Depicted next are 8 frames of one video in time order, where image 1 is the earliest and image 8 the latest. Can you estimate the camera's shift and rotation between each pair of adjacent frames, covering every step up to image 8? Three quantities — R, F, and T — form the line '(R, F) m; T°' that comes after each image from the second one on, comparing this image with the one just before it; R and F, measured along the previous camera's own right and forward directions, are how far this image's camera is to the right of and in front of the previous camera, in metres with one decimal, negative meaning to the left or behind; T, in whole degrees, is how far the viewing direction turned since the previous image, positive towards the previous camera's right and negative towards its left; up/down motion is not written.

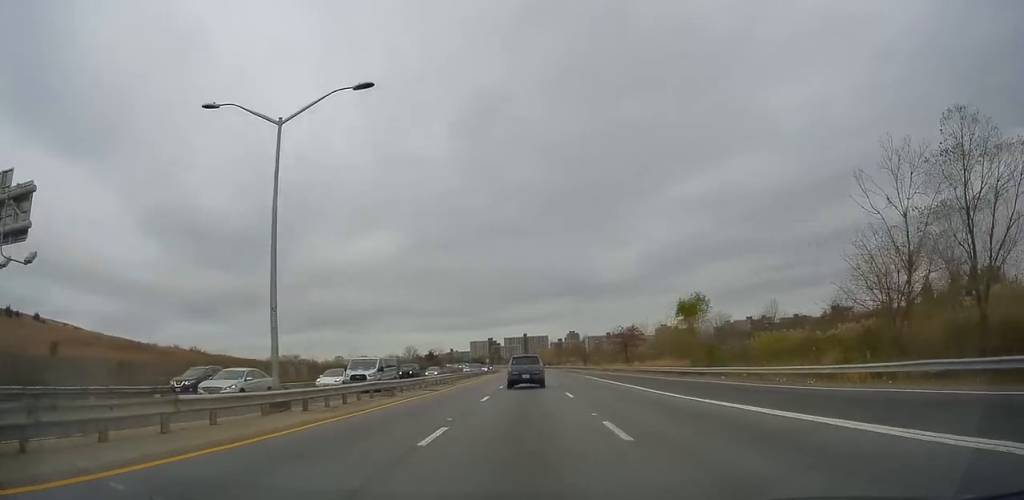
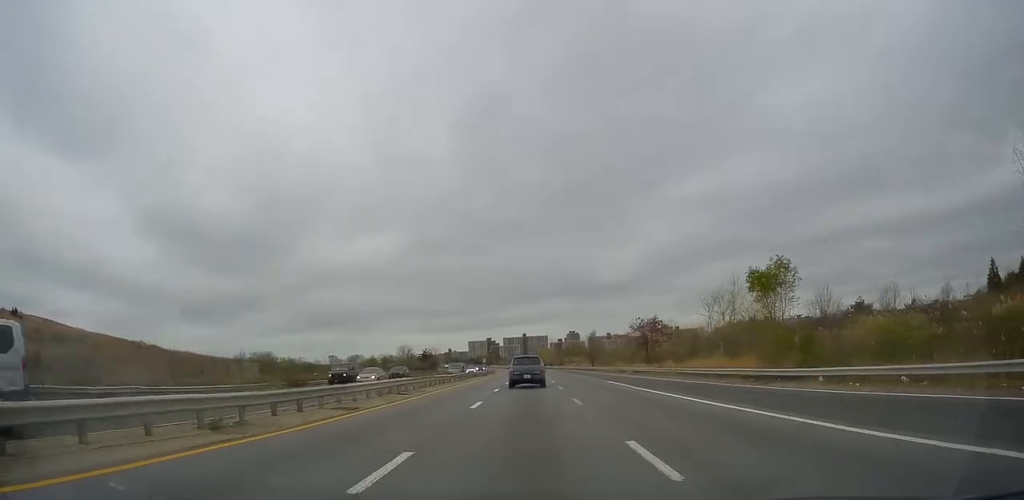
(-0.1, +15.8) m; 0°
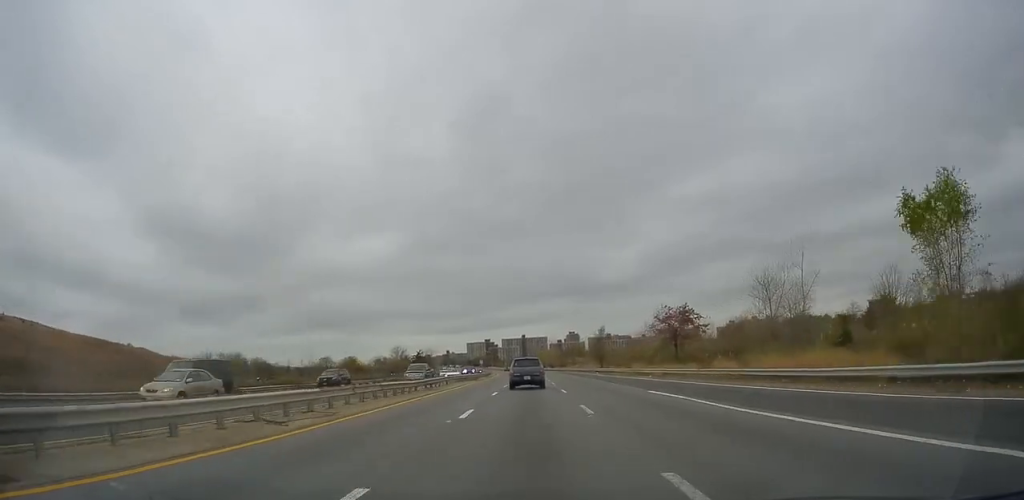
(0.0, +14.4) m; 0°
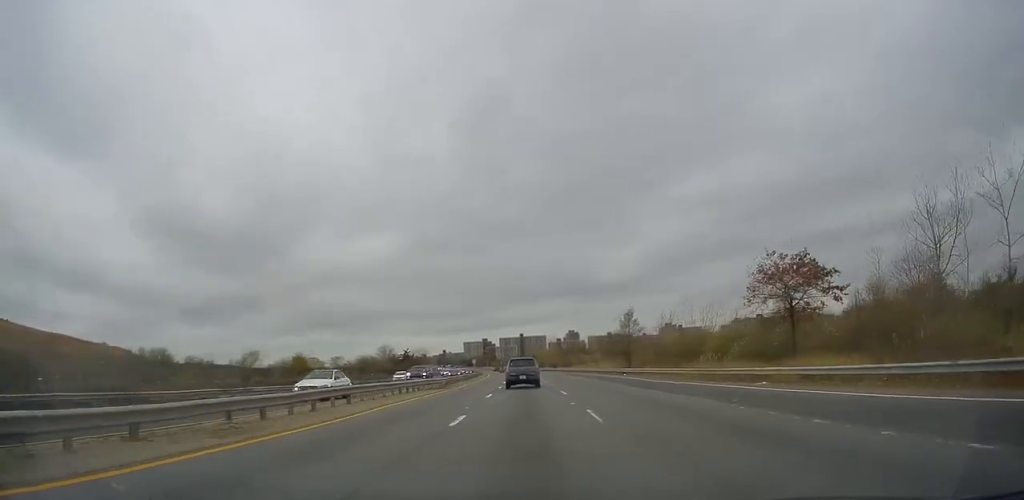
(+0.3, +26.0) m; 0°
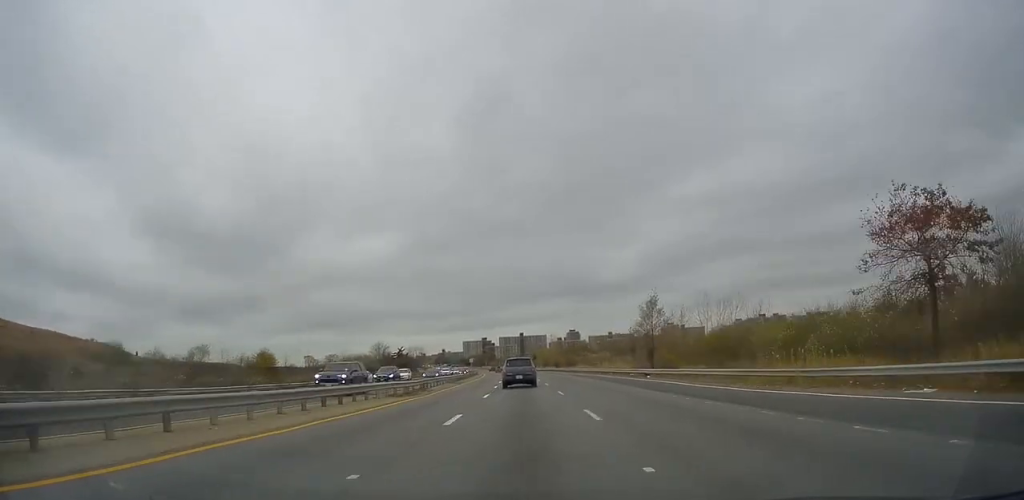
(-0.2, +12.1) m; 0°
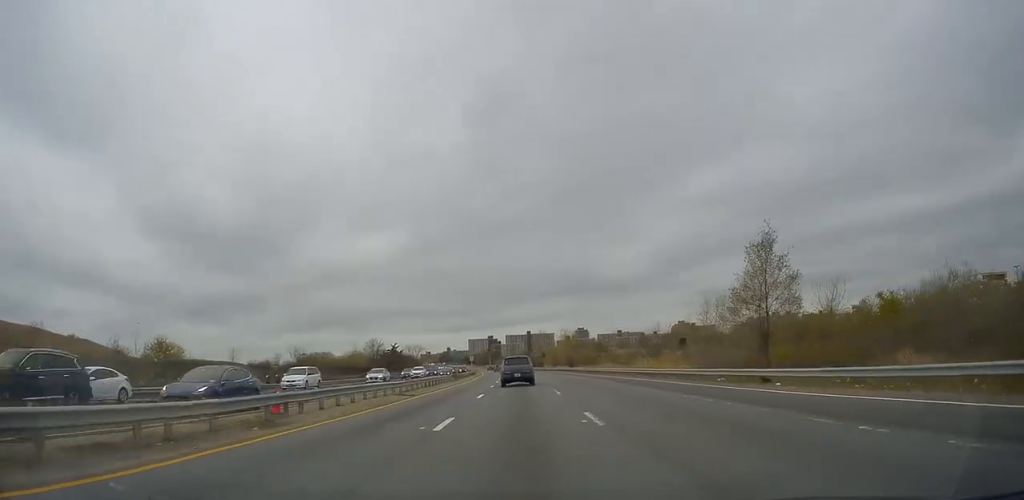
(0.0, +24.6) m; 0°
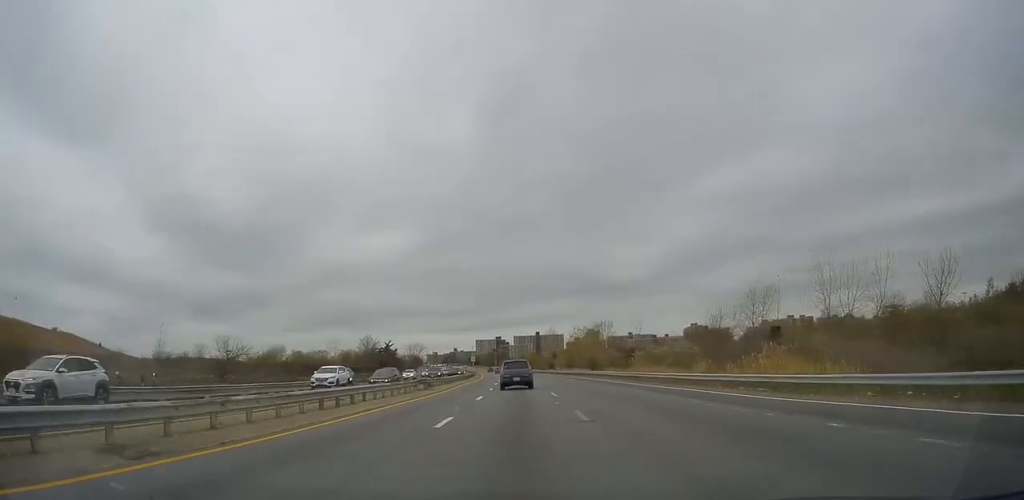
(+0.2, +22.7) m; 0°
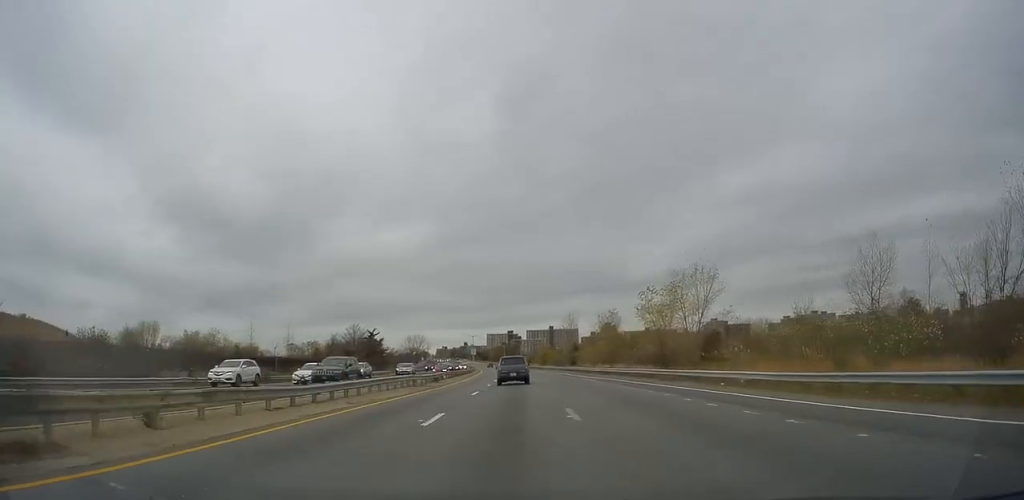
(-0.2, +36.4) m; -1°
